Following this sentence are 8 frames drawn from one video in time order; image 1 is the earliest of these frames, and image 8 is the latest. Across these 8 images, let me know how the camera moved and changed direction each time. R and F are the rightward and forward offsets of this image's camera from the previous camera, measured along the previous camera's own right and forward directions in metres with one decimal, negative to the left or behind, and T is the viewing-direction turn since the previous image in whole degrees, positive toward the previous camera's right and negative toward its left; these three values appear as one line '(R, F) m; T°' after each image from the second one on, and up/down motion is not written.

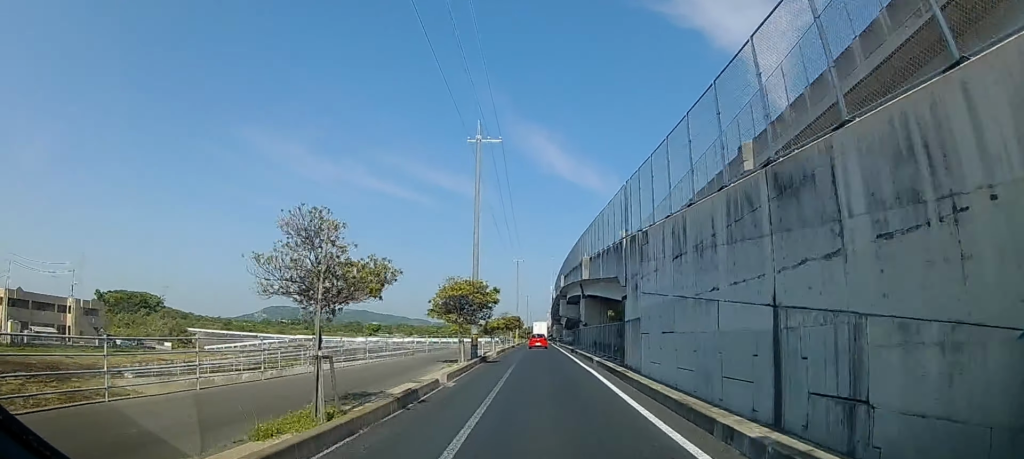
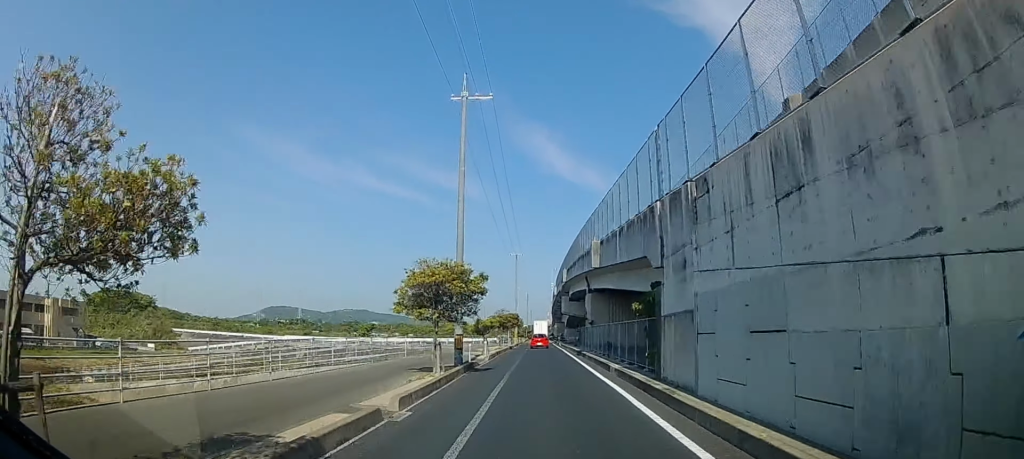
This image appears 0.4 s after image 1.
(0.0, +5.6) m; 0°
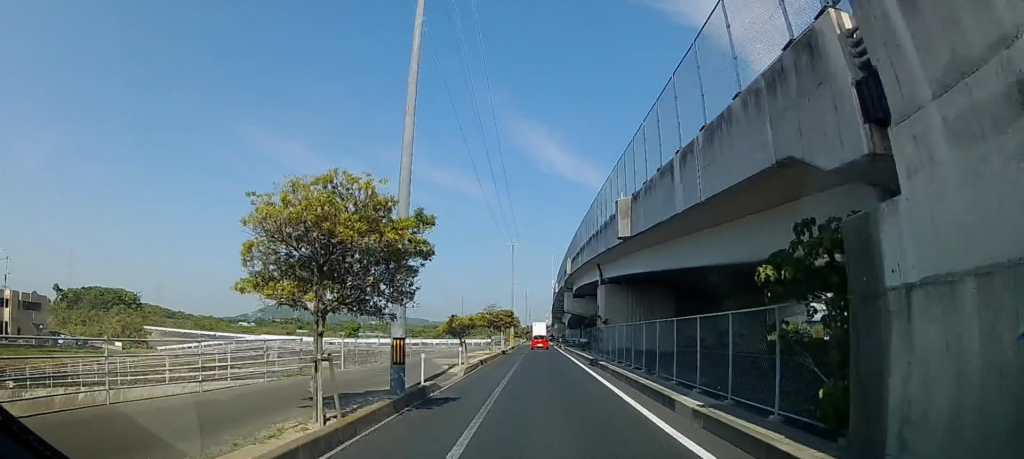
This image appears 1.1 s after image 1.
(-0.1, +10.3) m; +1°
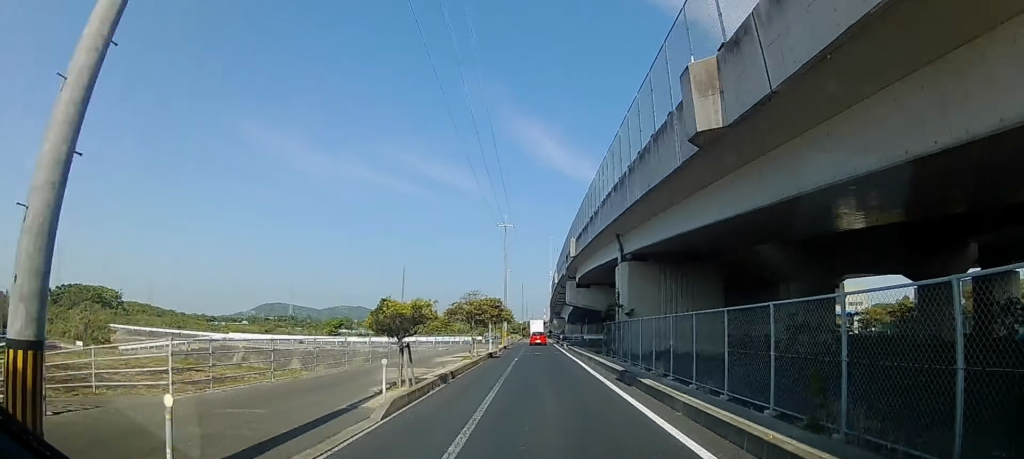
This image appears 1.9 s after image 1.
(+0.4, +11.0) m; 0°
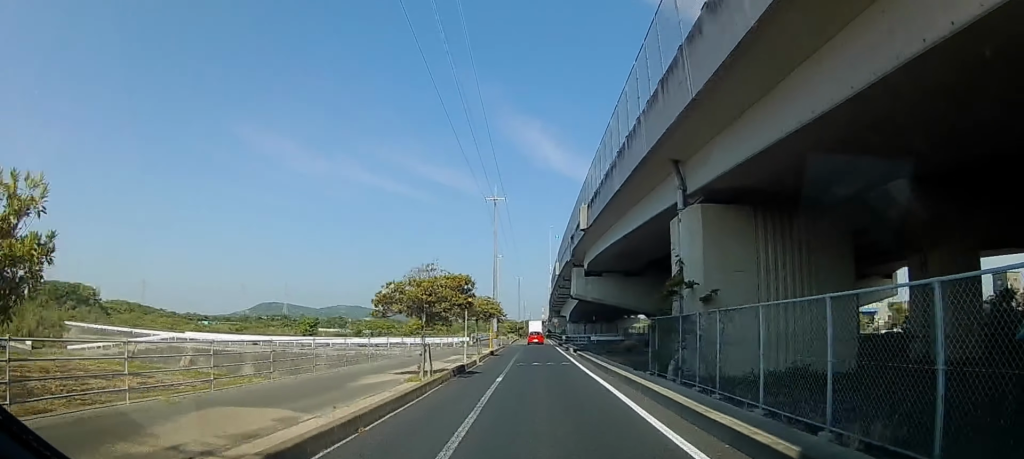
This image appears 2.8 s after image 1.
(-0.1, +12.8) m; 0°
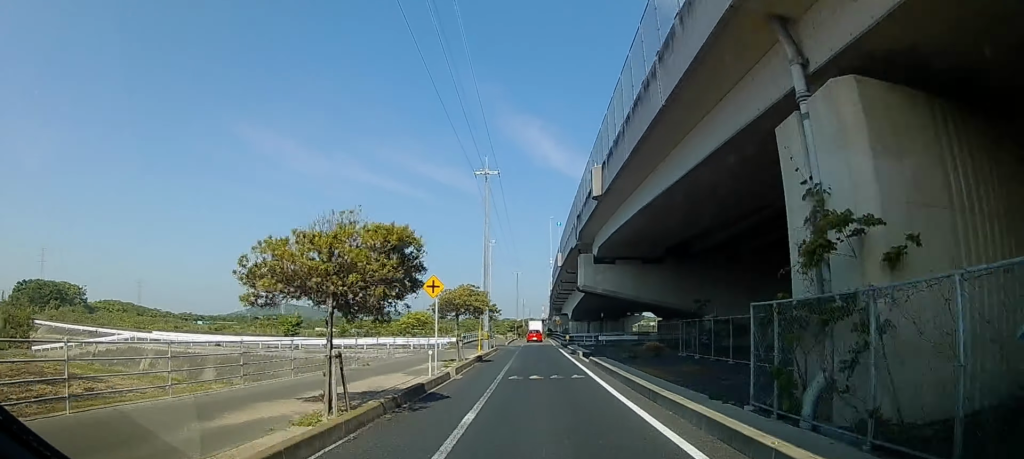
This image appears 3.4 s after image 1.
(-0.1, +9.3) m; 0°
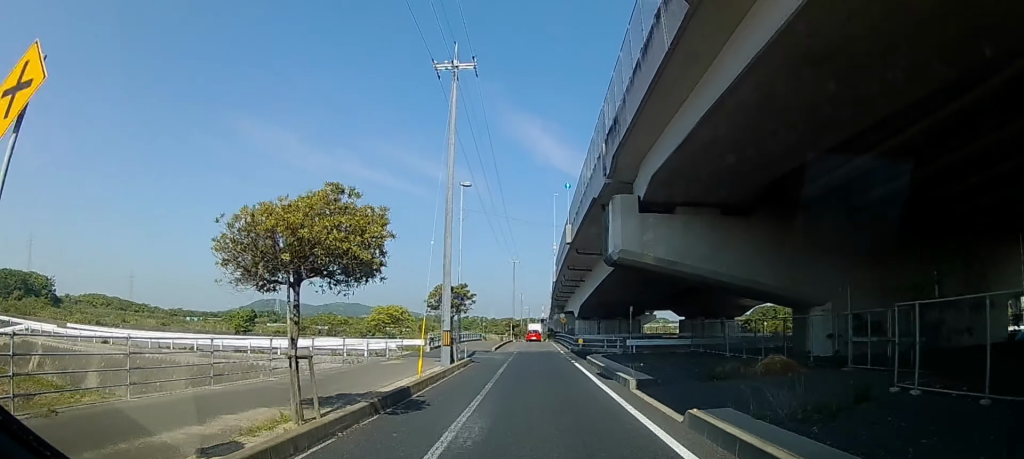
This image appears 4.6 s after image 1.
(+0.1, +18.9) m; 0°
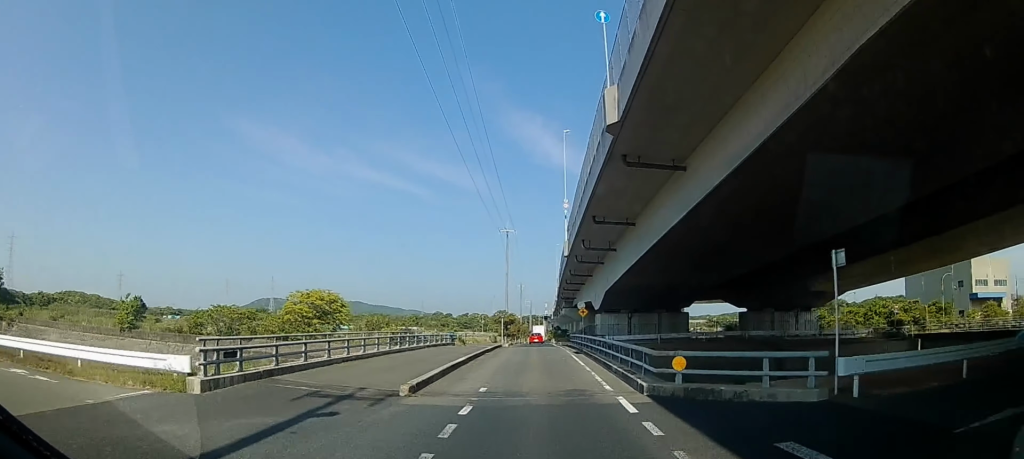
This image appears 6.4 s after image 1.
(+0.2, +25.8) m; +1°
